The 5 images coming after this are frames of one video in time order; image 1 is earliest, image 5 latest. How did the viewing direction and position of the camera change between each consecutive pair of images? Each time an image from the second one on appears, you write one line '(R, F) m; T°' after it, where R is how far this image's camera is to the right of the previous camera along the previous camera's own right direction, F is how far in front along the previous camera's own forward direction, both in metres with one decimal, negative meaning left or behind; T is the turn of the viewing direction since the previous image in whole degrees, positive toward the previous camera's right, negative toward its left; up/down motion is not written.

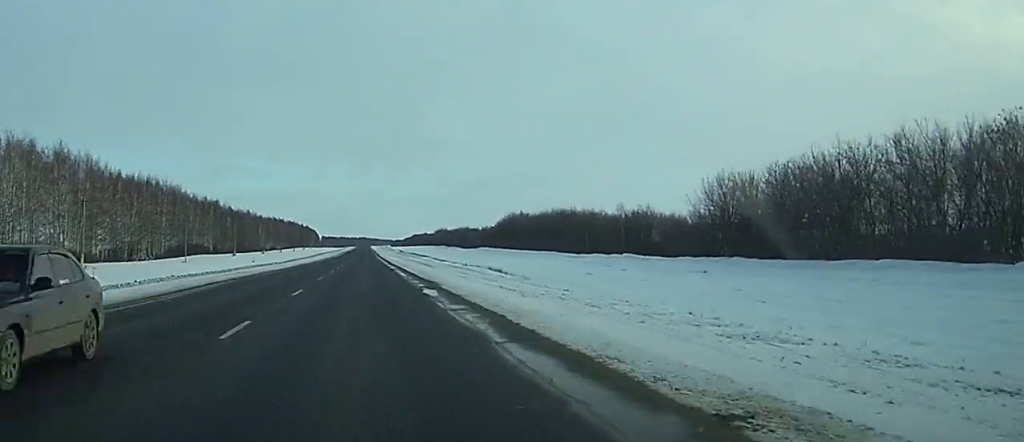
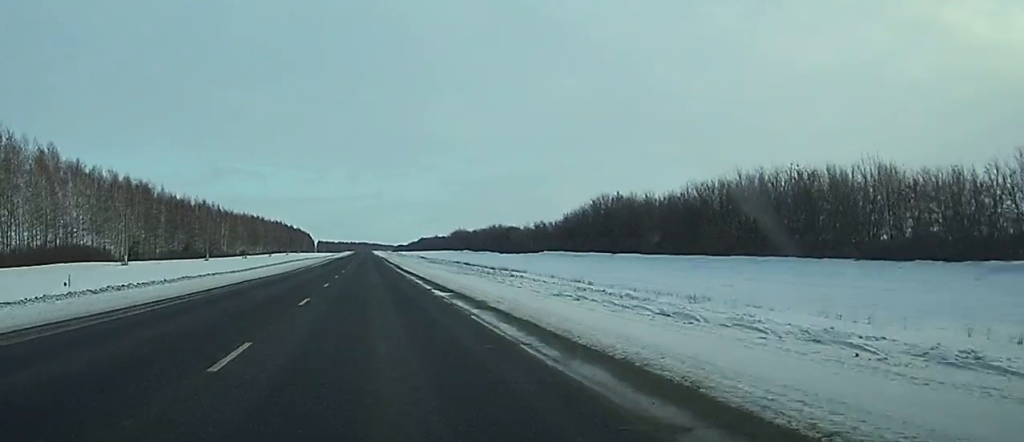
(-0.4, +102.0) m; 0°
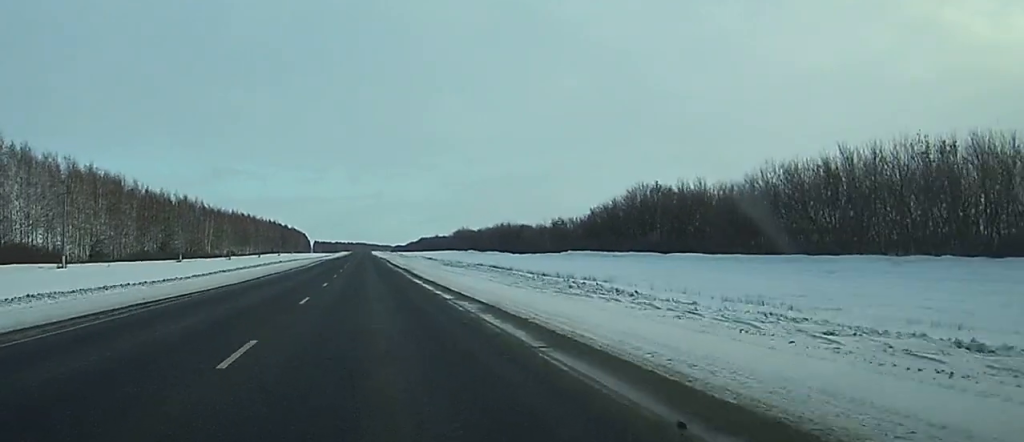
(+0.1, +24.5) m; 0°
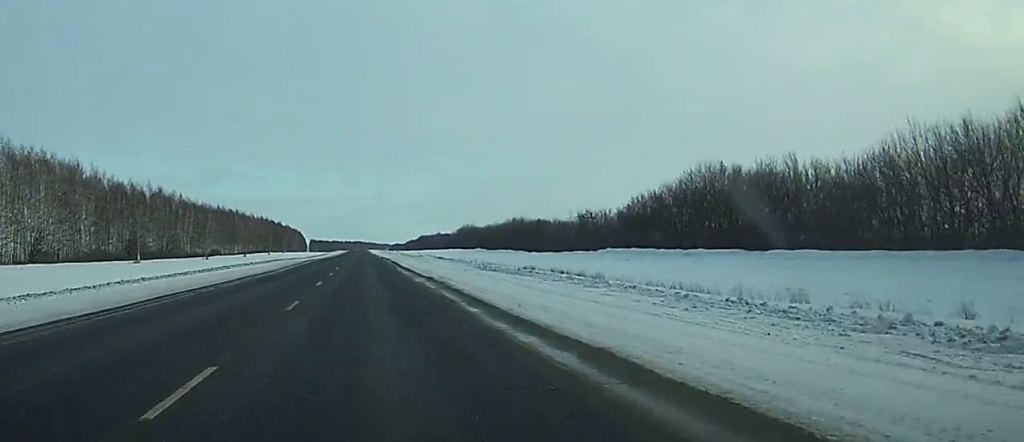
(0.0, +28.0) m; 0°
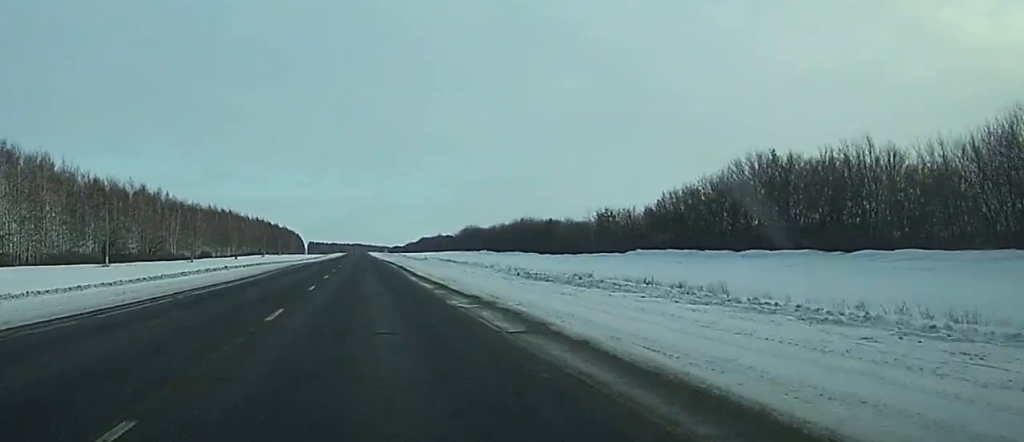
(0.0, +15.8) m; +1°
